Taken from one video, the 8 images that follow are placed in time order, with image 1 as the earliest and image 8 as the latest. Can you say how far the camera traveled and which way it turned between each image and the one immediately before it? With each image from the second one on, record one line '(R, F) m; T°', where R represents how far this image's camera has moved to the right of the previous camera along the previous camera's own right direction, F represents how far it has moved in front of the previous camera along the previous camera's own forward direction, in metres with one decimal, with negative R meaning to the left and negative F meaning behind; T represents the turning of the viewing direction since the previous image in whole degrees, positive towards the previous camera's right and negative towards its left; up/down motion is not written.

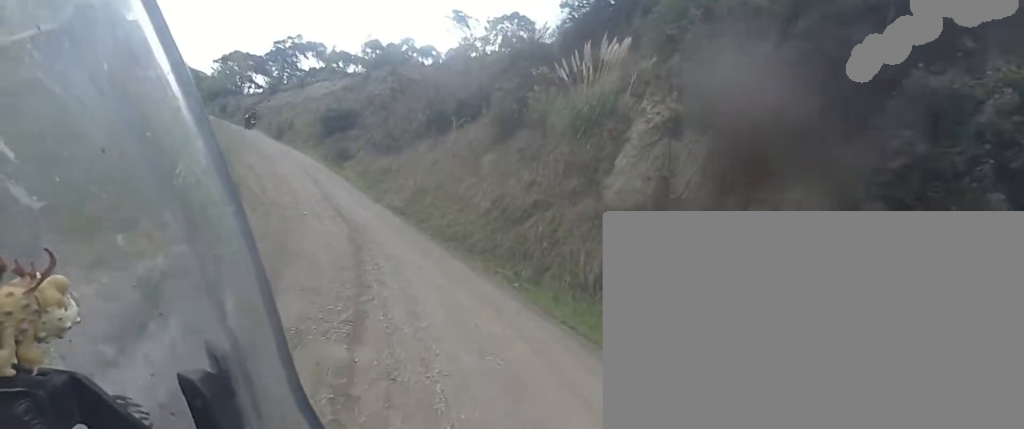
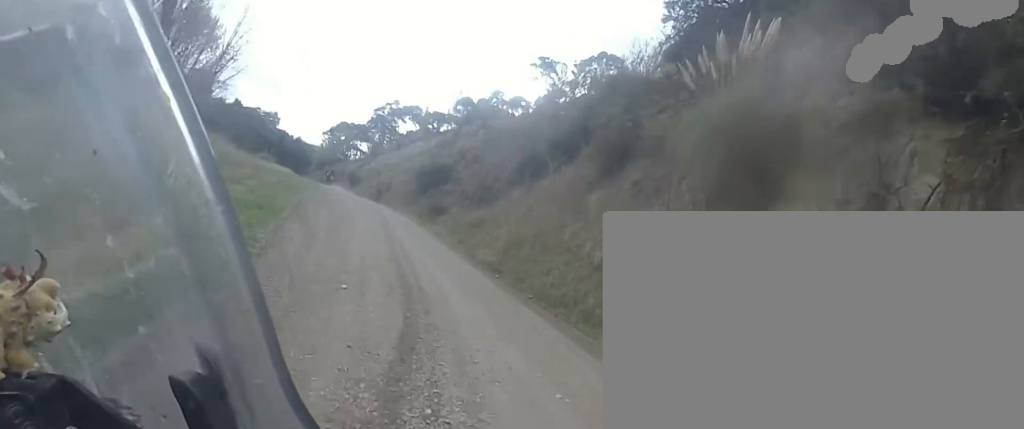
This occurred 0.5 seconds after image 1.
(-0.2, +3.6) m; -4°
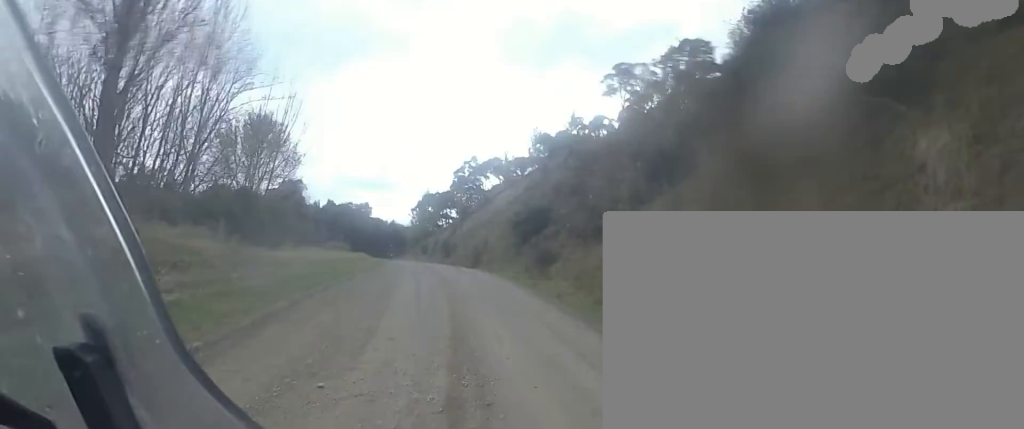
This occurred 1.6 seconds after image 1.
(-0.3, +9.9) m; -2°
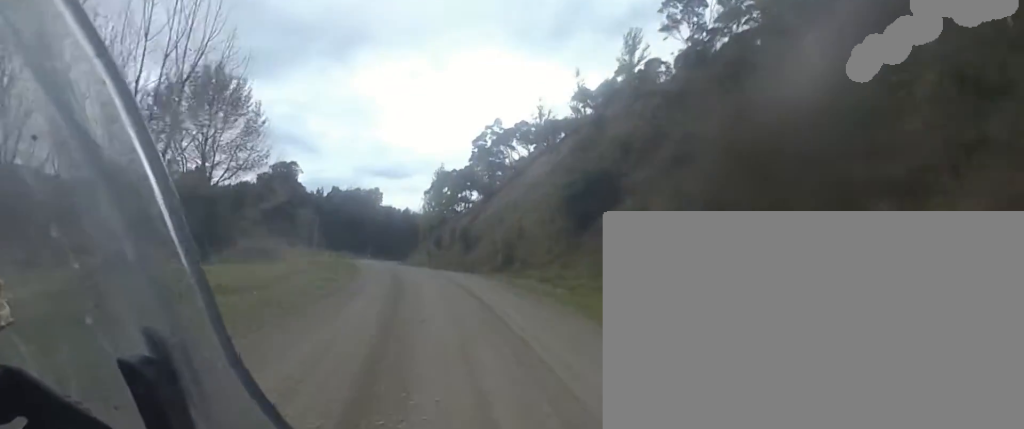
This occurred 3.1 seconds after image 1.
(-0.4, +18.0) m; -5°
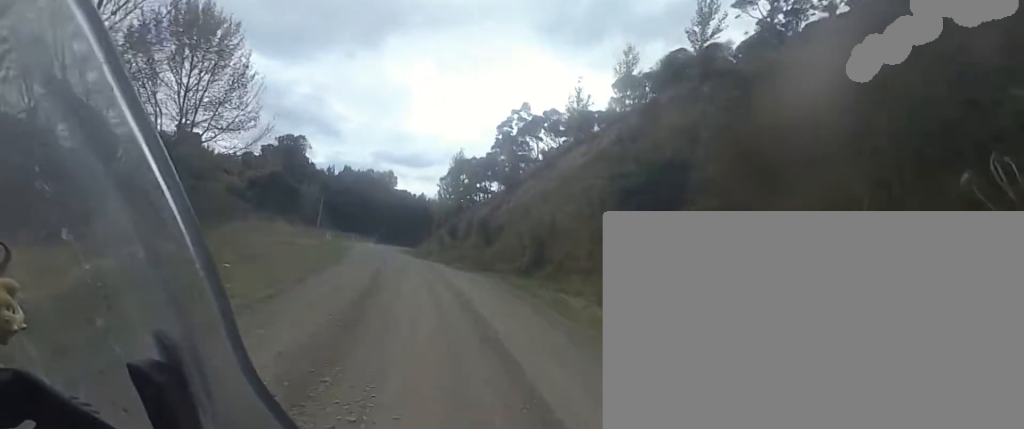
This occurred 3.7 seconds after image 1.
(-0.2, +8.5) m; -3°
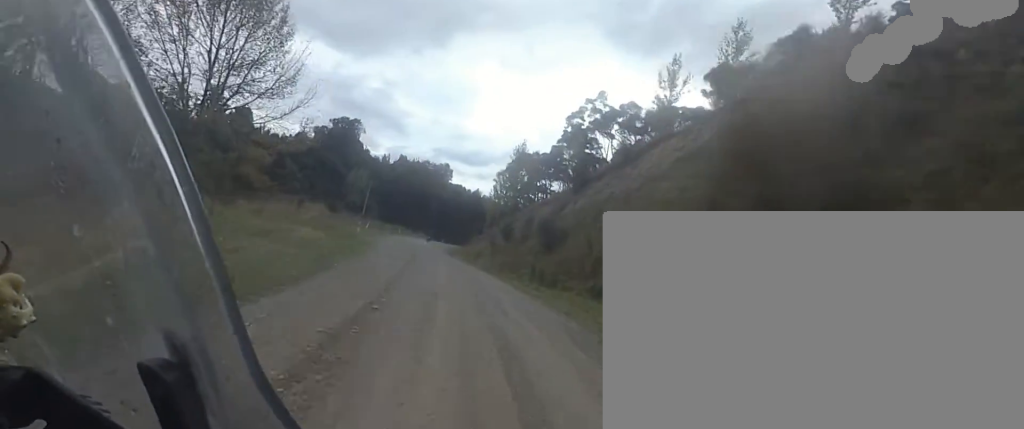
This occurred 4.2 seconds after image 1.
(-0.4, +8.5) m; -2°
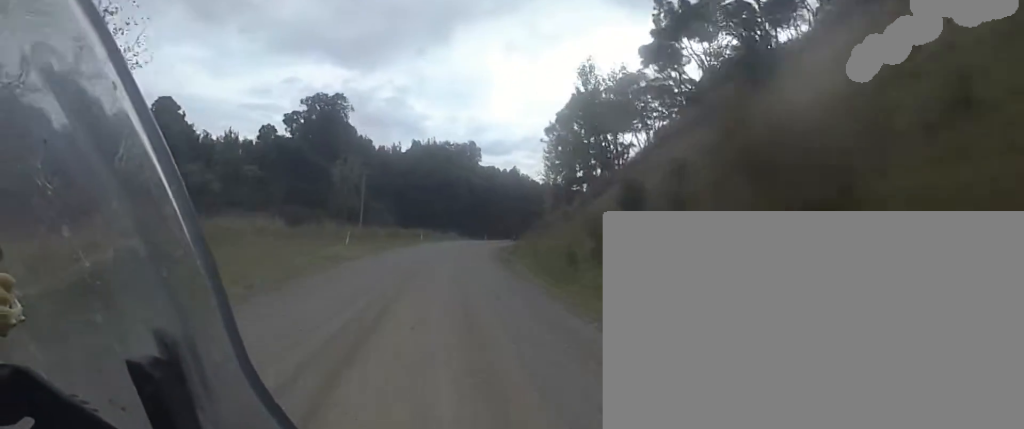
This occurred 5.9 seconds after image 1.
(-0.3, +26.2) m; 0°
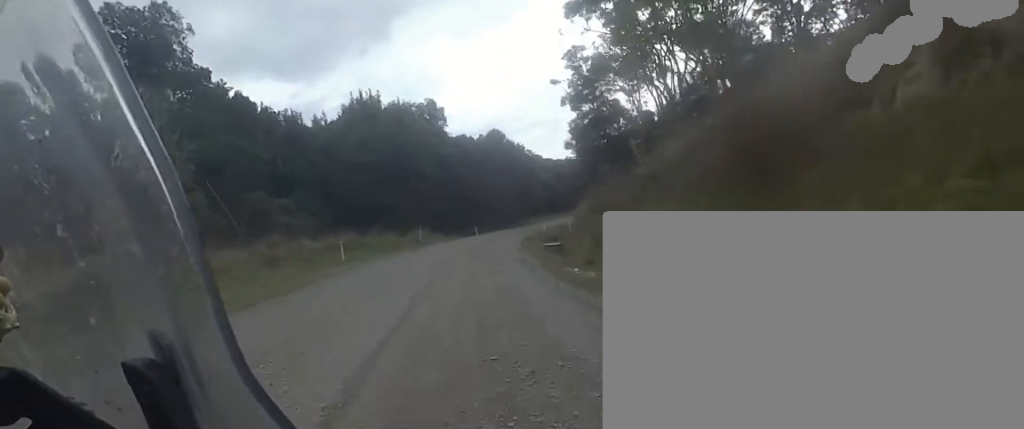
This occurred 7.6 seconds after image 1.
(+1.0, +28.4) m; +8°
